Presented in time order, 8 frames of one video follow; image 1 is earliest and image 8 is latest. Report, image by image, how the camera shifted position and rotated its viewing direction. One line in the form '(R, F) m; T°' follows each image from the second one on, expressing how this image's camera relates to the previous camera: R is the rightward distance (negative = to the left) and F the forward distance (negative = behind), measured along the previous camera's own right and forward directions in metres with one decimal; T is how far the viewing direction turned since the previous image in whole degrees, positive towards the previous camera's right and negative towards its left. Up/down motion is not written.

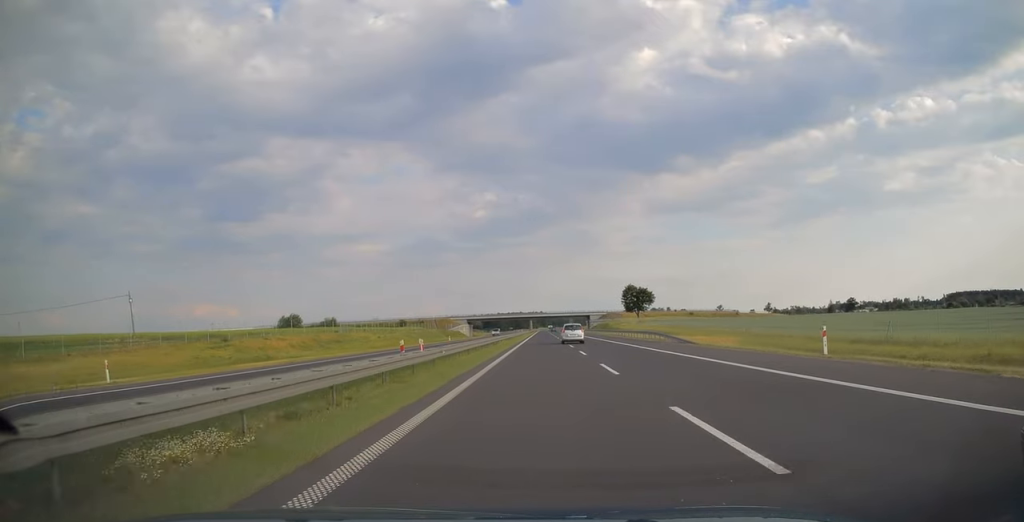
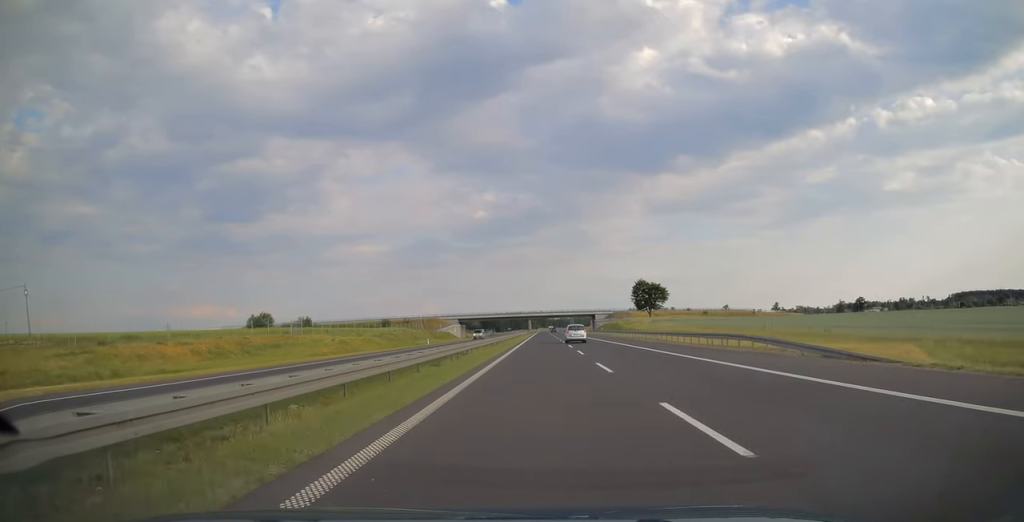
(+0.1, +23.1) m; 0°
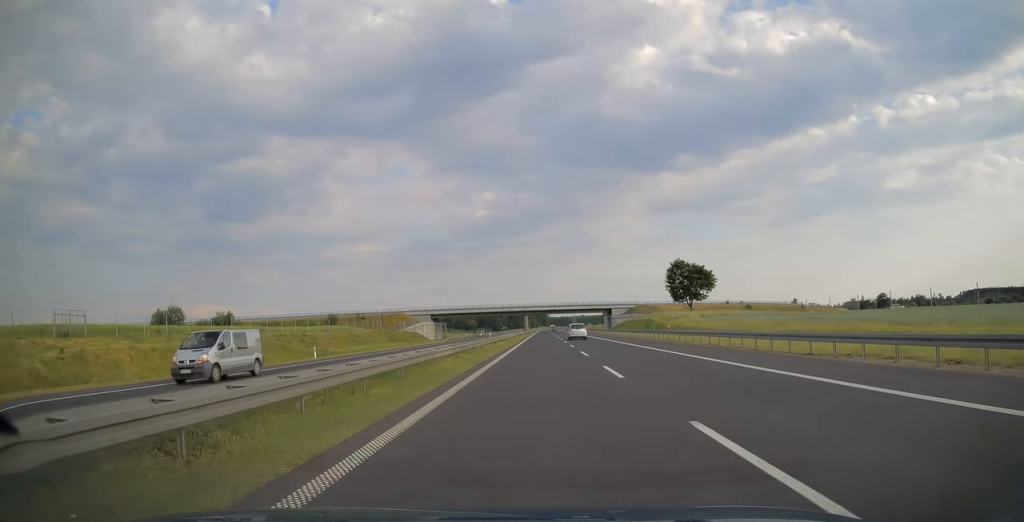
(0.0, +50.4) m; 0°
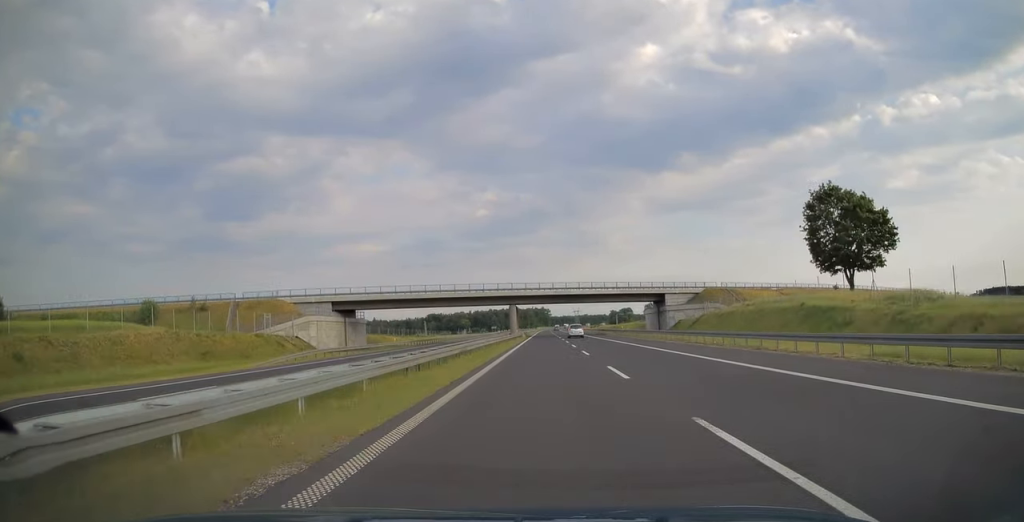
(-0.3, +72.2) m; 0°
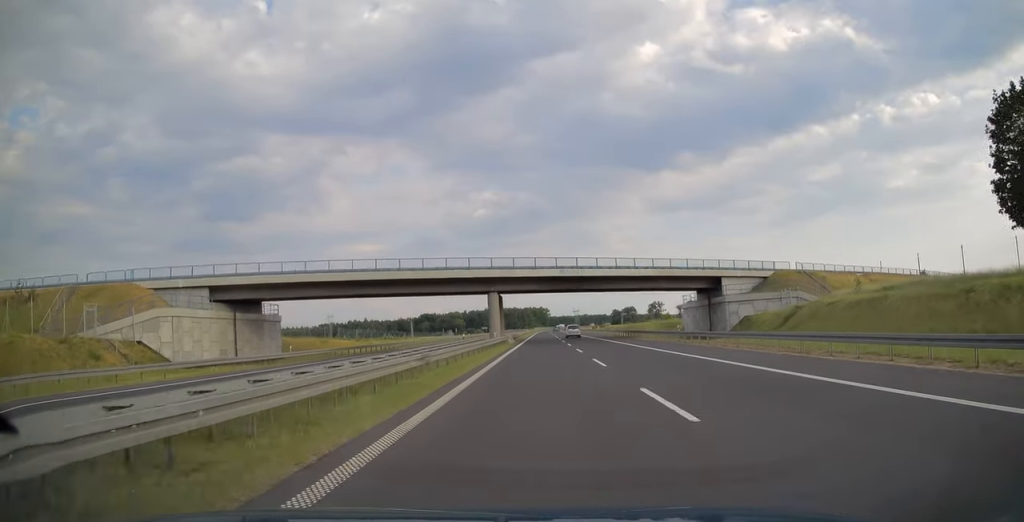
(0.0, +31.1) m; 0°
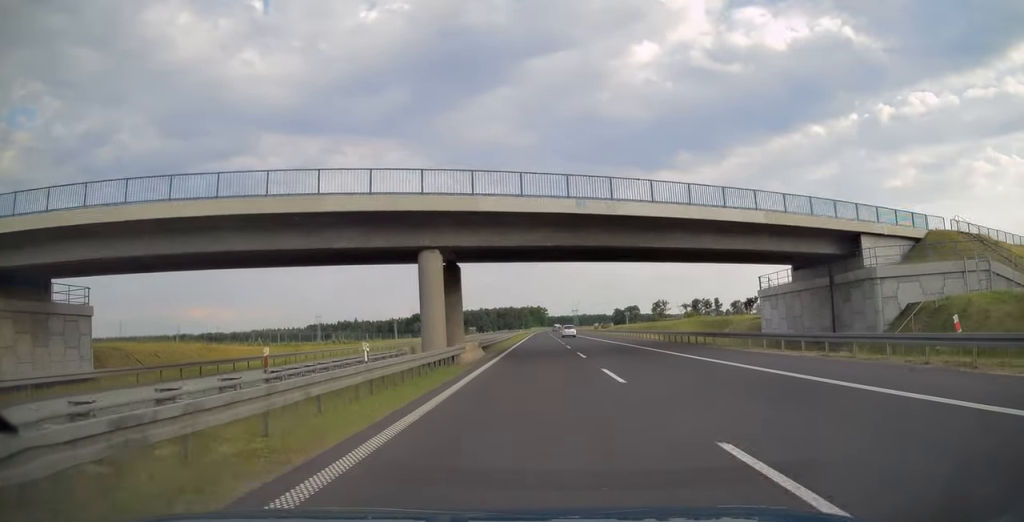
(0.0, +30.0) m; 0°
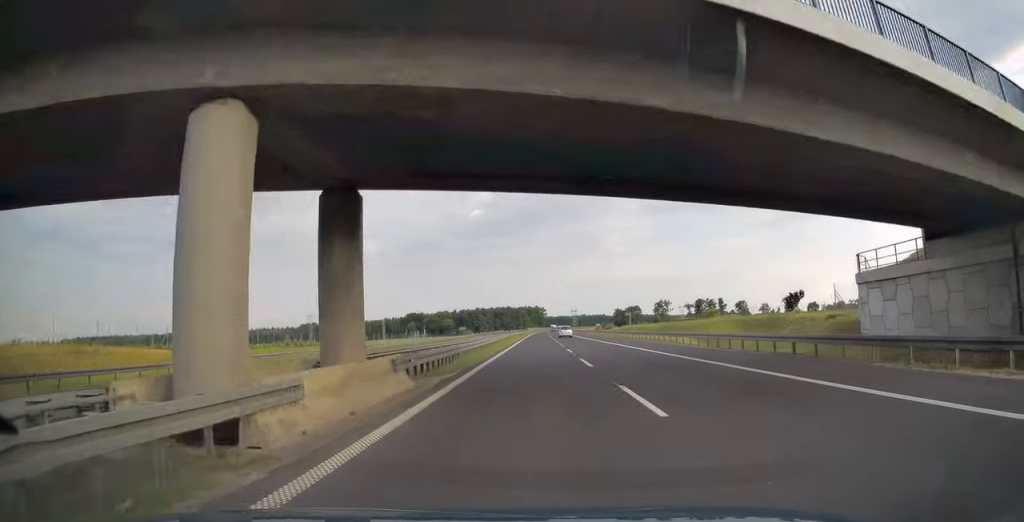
(0.0, +17.4) m; 0°
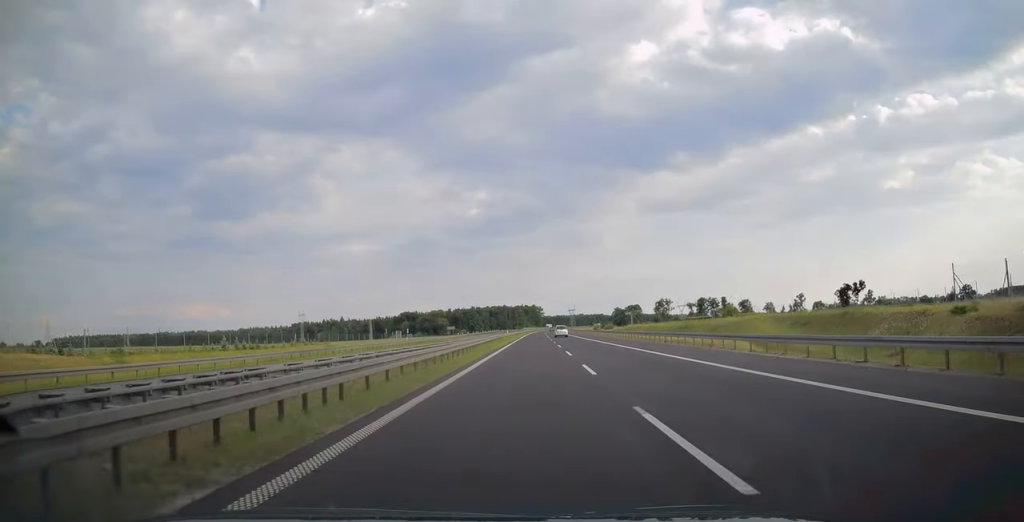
(0.0, +15.9) m; 0°
